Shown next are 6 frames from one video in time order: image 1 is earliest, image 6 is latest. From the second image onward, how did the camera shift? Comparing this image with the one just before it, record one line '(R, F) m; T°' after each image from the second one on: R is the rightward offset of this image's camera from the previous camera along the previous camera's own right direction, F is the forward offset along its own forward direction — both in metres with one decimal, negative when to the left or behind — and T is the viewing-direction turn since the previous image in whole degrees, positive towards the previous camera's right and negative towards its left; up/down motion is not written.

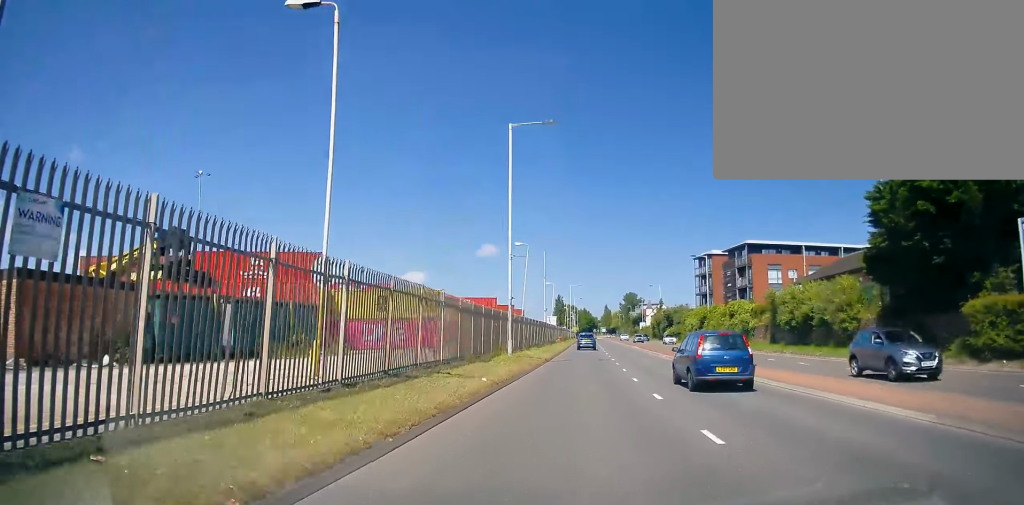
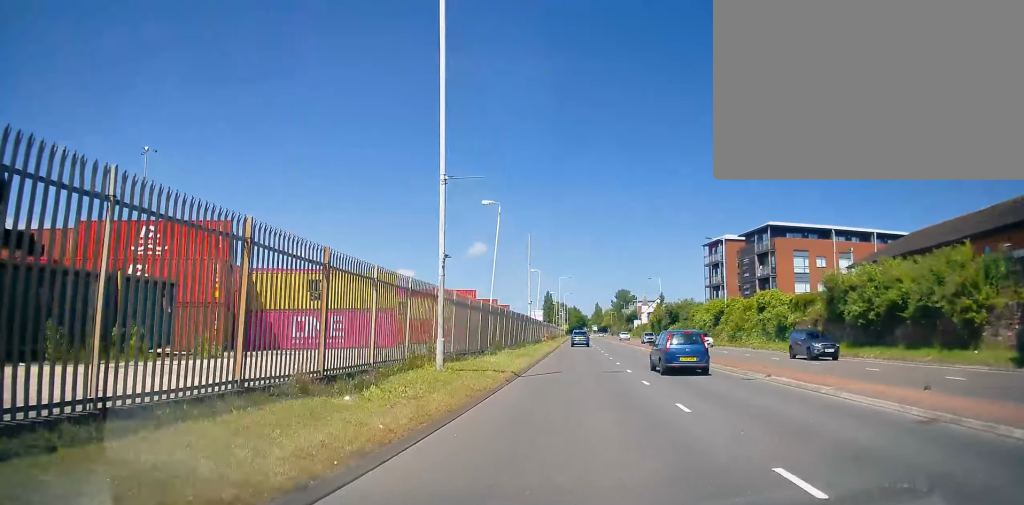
(-0.2, +14.2) m; 0°
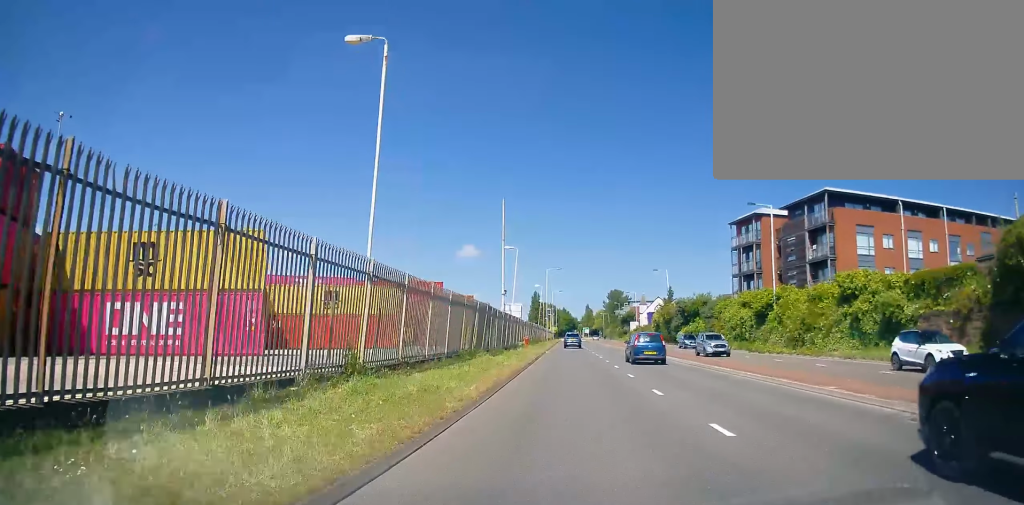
(+0.5, +19.7) m; +3°
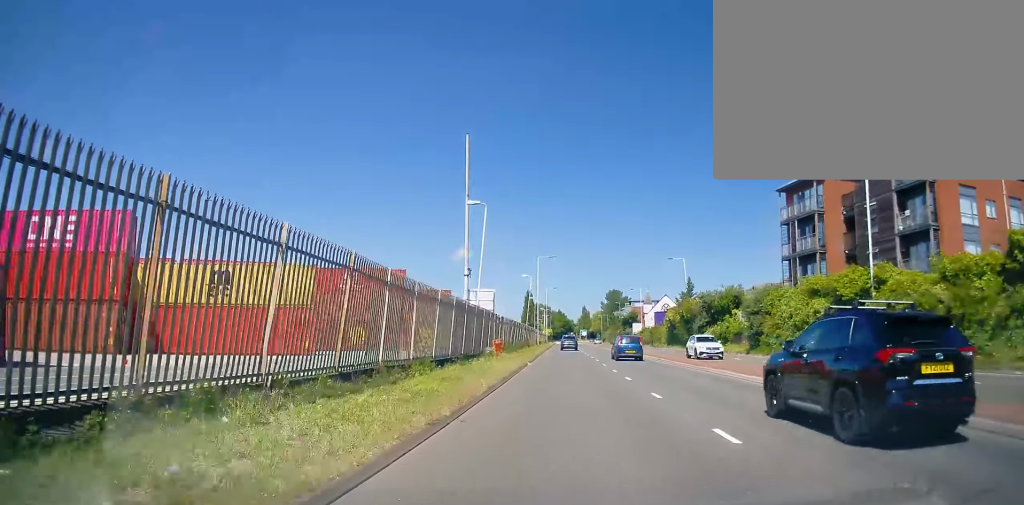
(0.0, +17.7) m; 0°
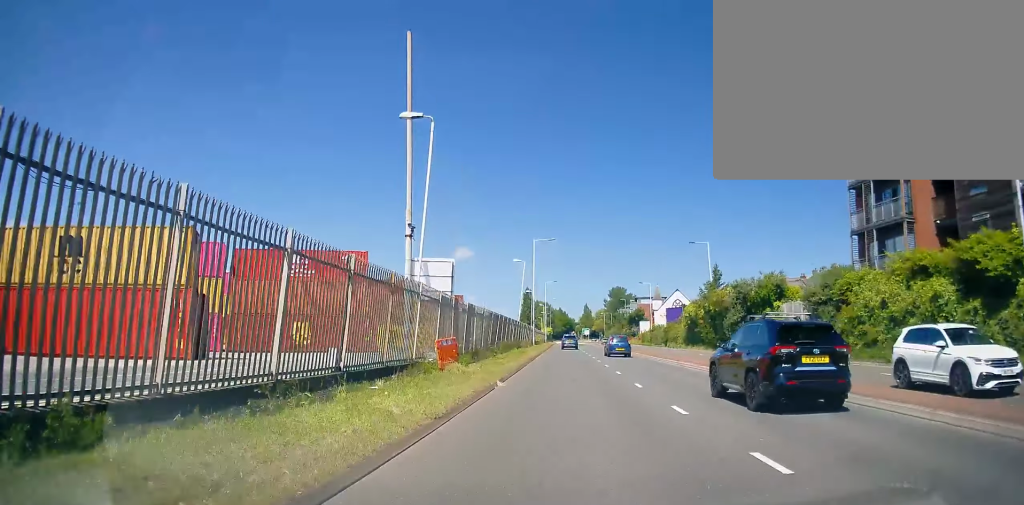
(+0.2, +13.3) m; 0°
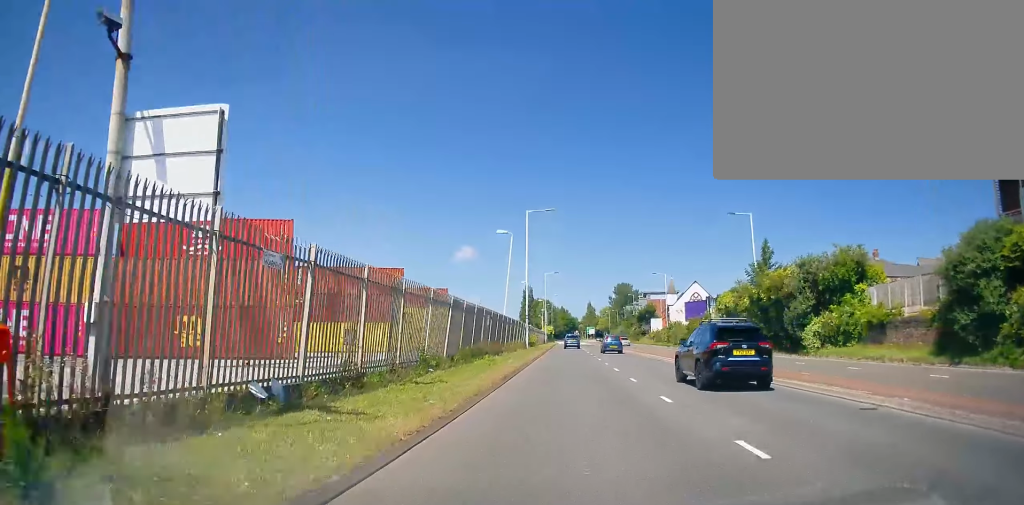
(-0.2, +15.4) m; -1°
